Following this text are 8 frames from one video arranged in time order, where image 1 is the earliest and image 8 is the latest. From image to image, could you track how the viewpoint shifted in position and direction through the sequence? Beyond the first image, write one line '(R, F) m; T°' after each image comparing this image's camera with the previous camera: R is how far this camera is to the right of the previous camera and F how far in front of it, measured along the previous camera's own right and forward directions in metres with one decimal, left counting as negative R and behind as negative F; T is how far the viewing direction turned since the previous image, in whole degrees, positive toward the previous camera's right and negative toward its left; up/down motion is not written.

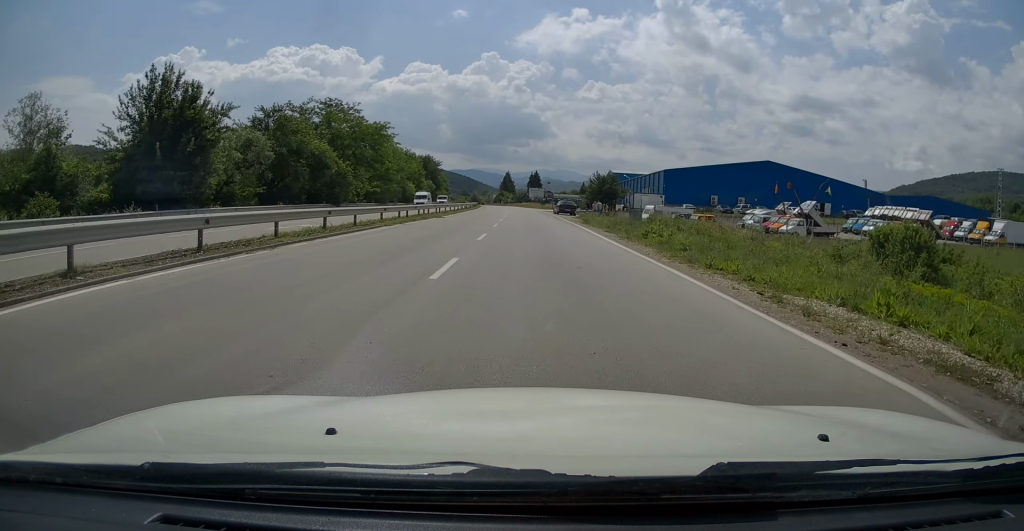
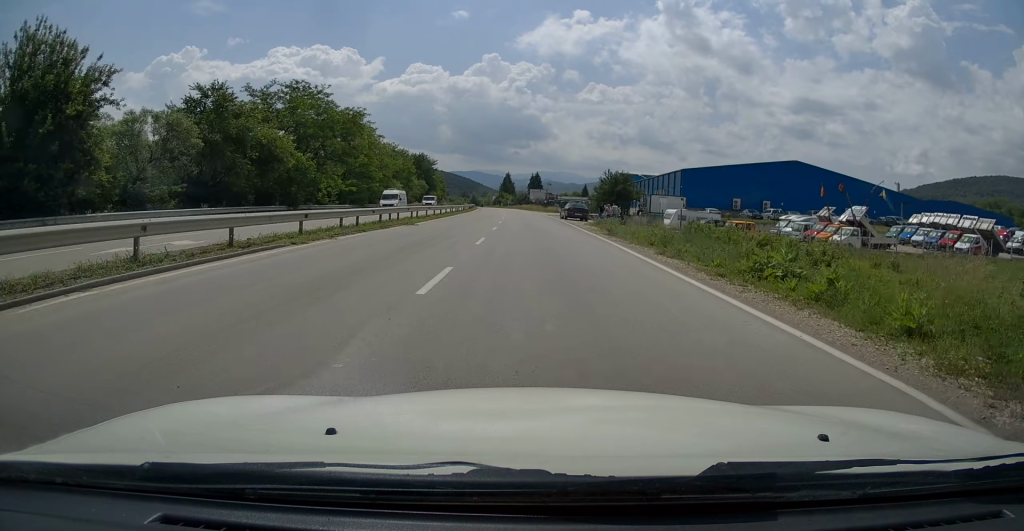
(0.0, +10.3) m; 0°
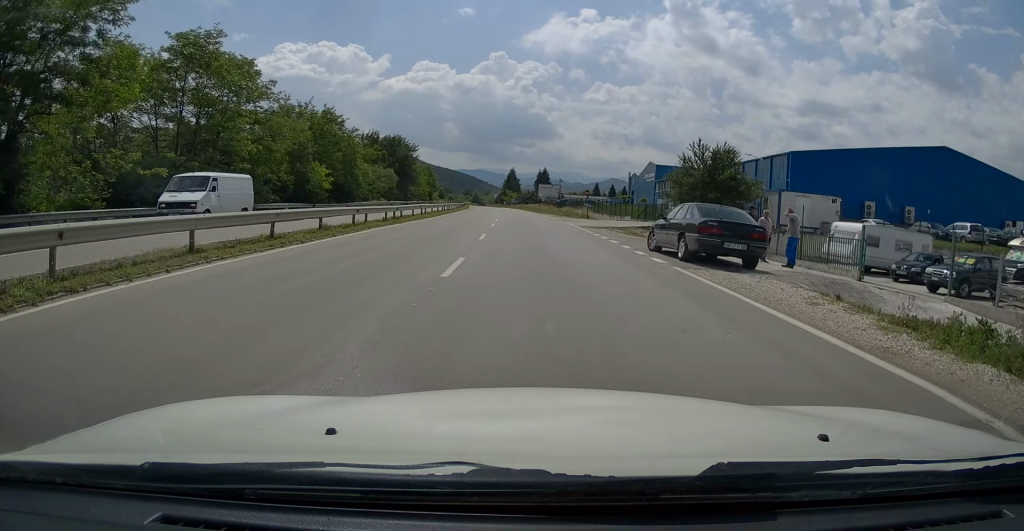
(-0.3, +33.3) m; 0°
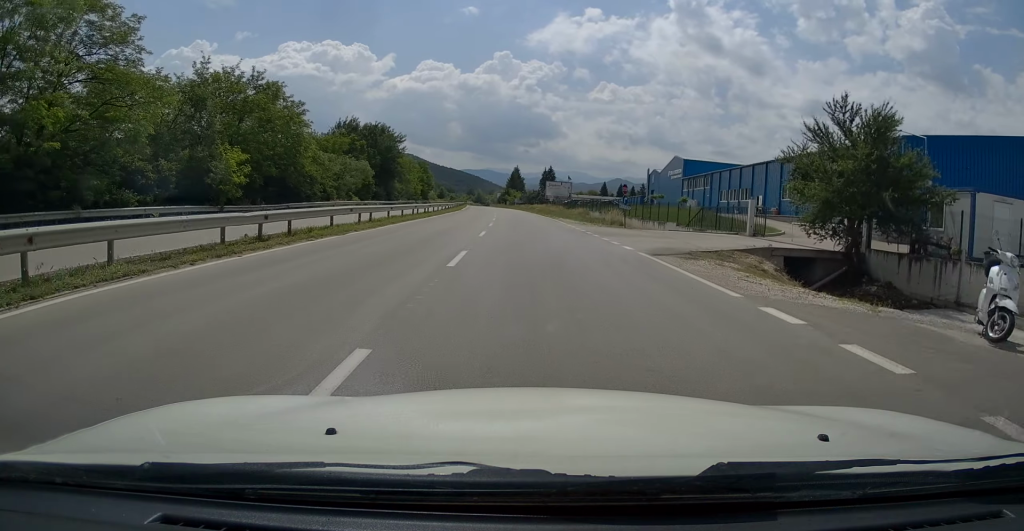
(+0.1, +16.4) m; 0°
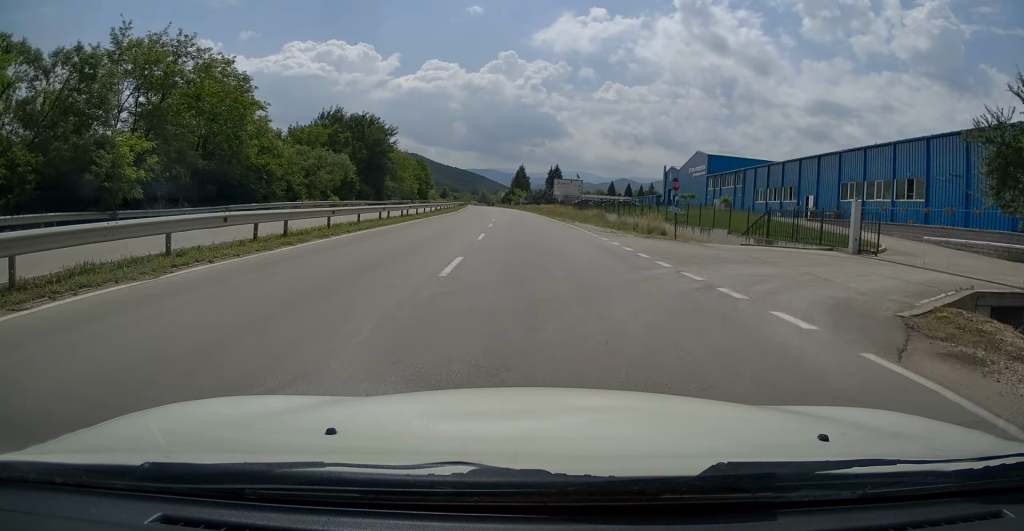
(+0.1, +10.2) m; -1°
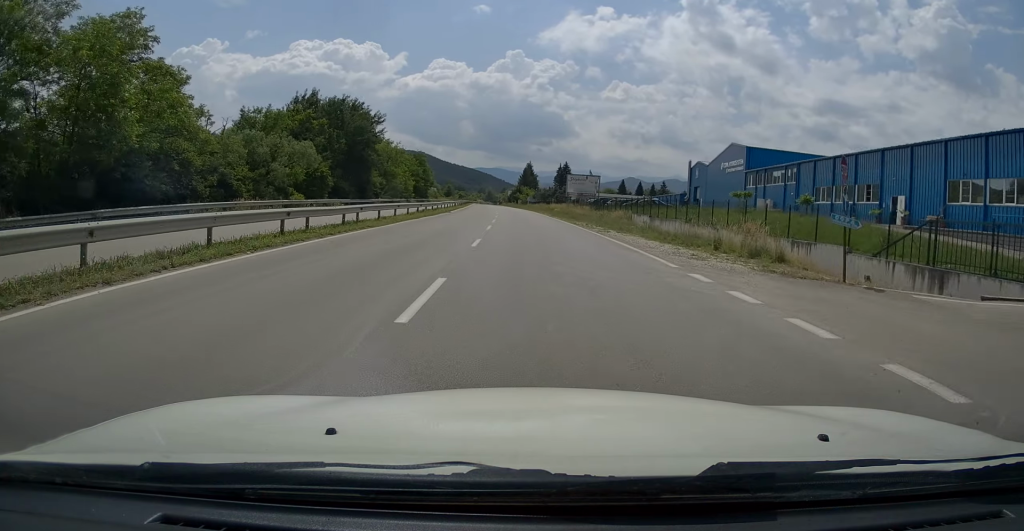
(-0.4, +12.3) m; 0°
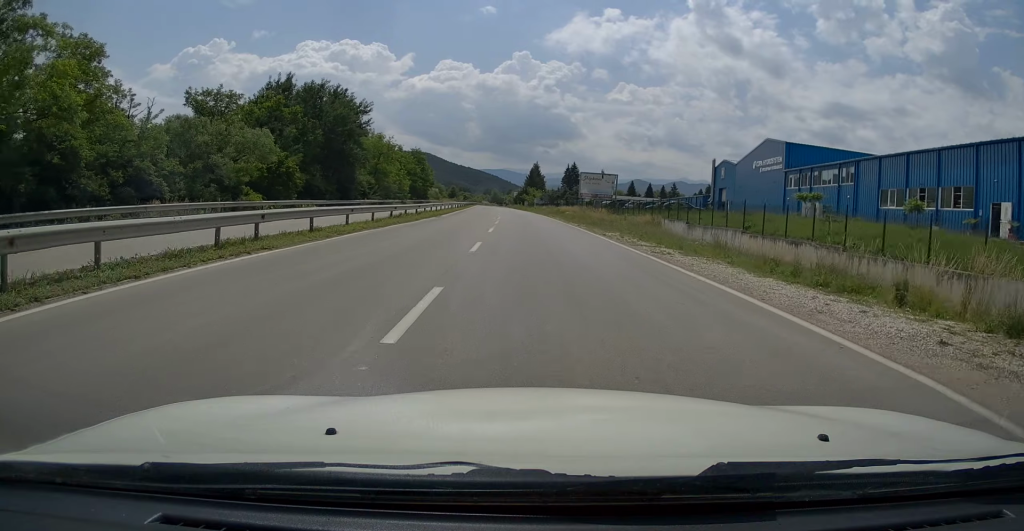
(+0.1, +9.8) m; 0°
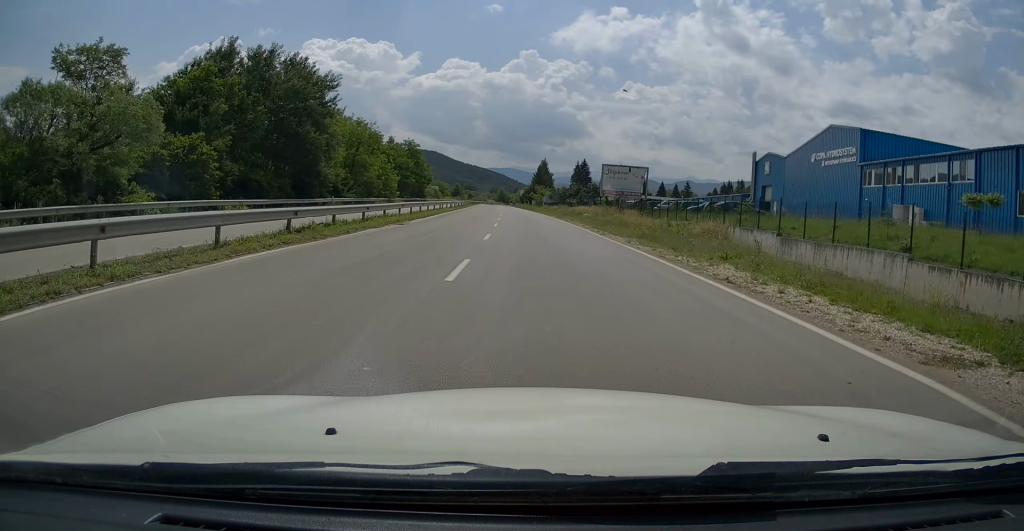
(+0.1, +14.2) m; 0°
